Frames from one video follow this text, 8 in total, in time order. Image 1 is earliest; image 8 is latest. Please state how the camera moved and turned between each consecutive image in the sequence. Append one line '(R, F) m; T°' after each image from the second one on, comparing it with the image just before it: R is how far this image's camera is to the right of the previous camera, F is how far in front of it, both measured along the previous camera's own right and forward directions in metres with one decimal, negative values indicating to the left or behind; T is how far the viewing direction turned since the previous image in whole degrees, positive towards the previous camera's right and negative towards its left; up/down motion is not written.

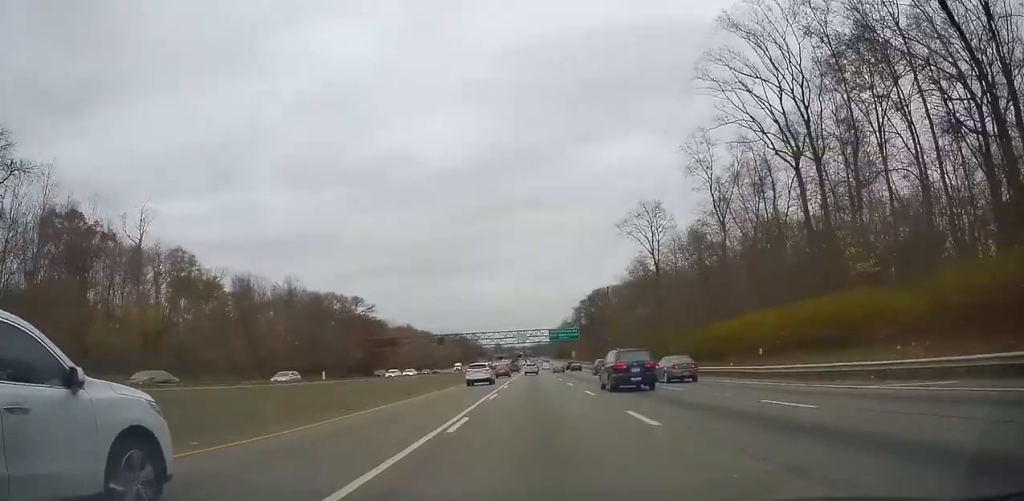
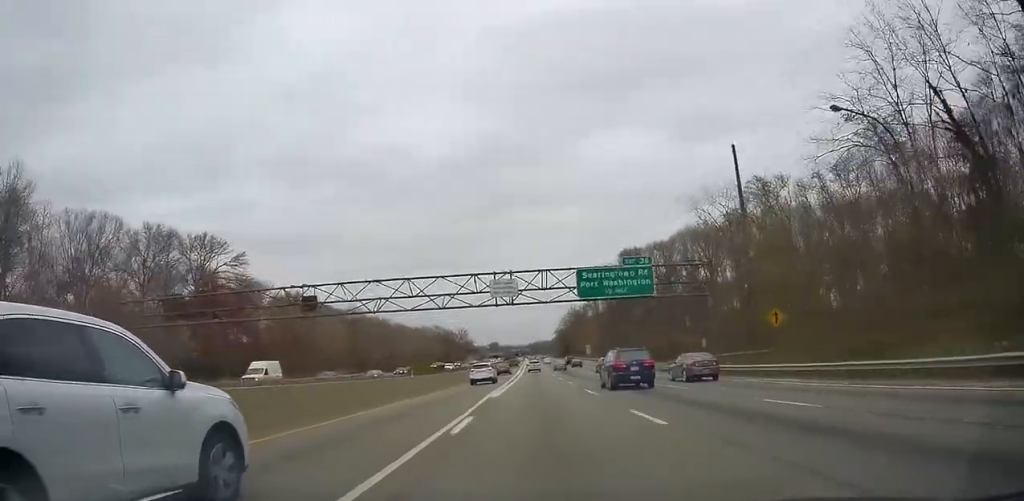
(+0.7, +74.5) m; 0°
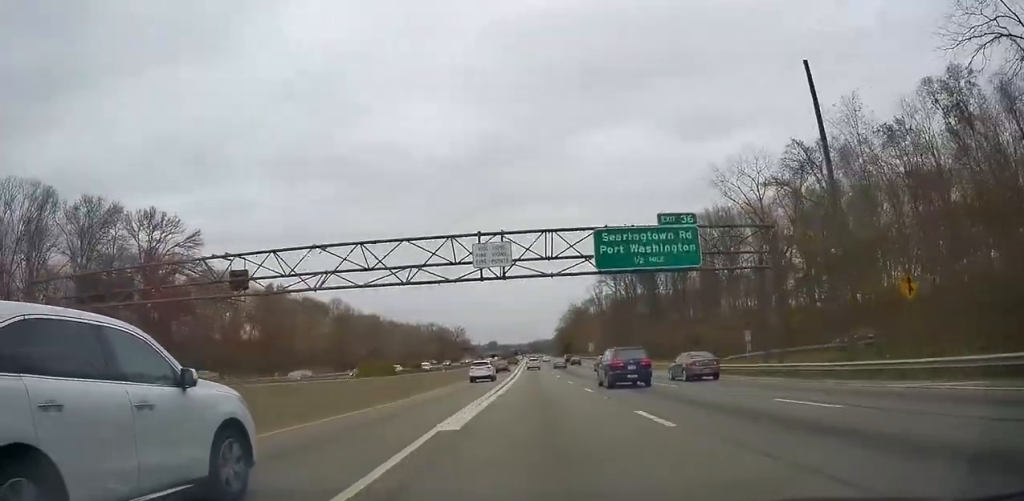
(-0.3, +13.1) m; 0°
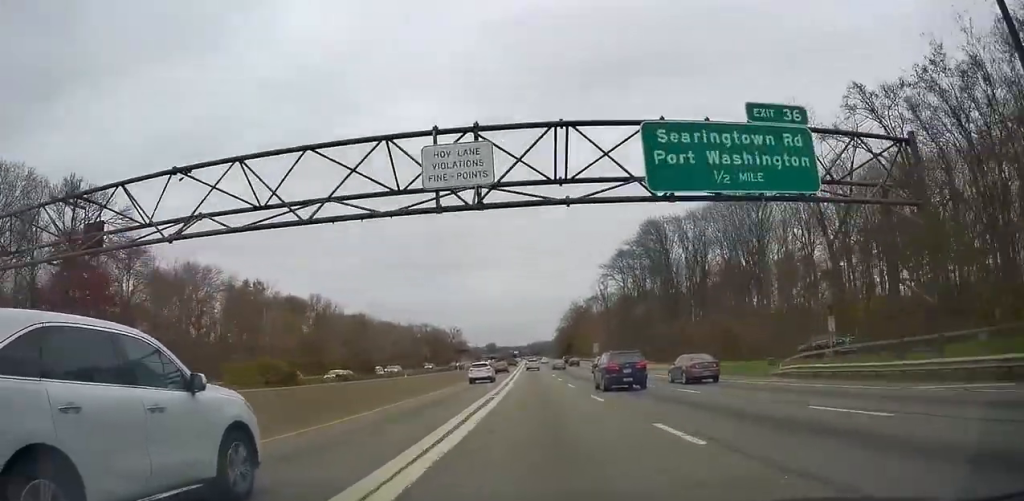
(+0.2, +15.0) m; +1°
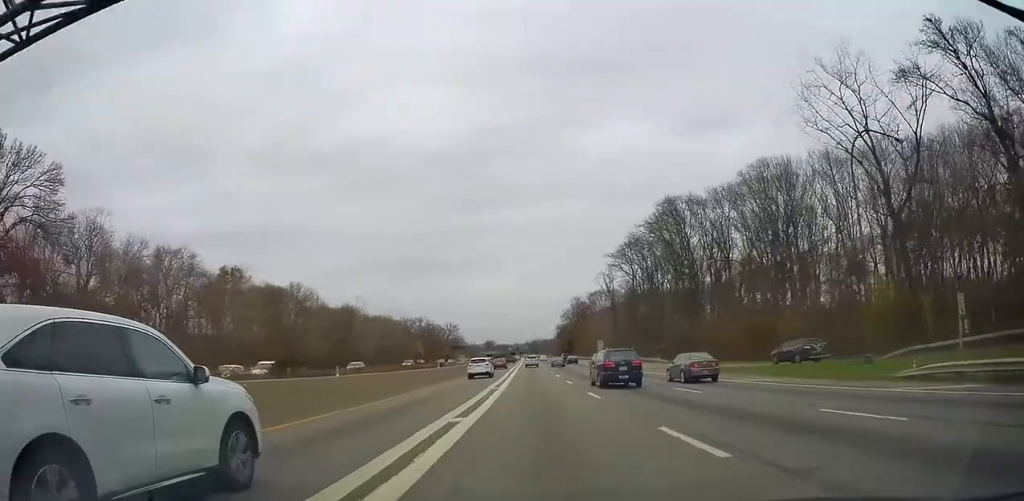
(+0.1, +12.6) m; 0°
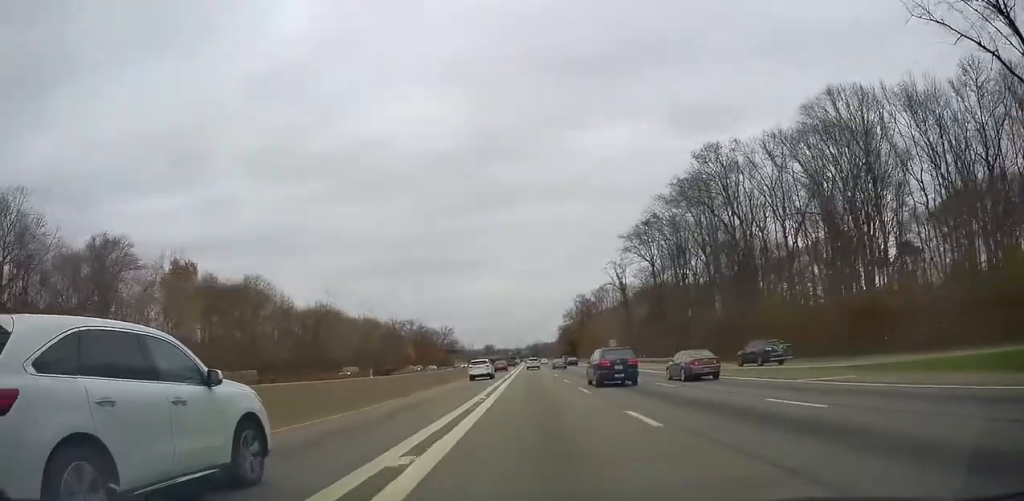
(0.0, +21.5) m; +1°
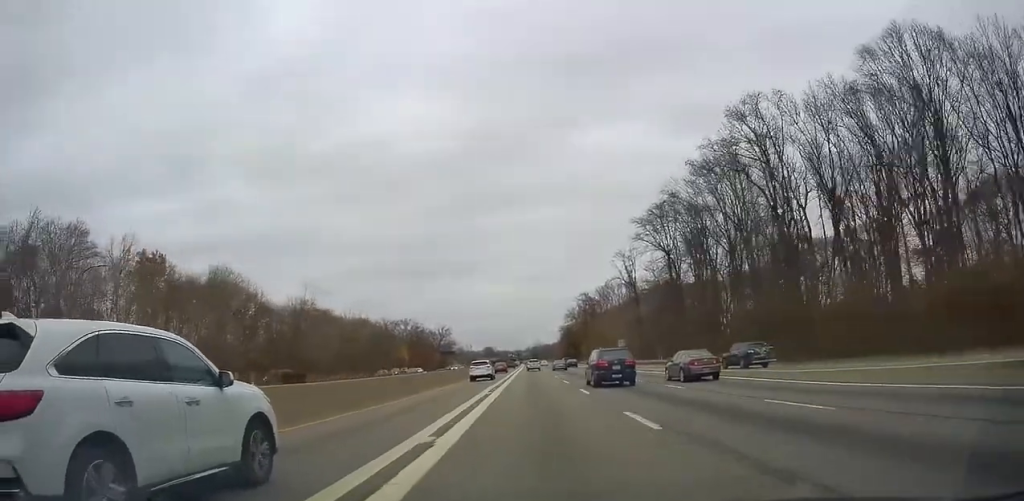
(0.0, +12.6) m; 0°
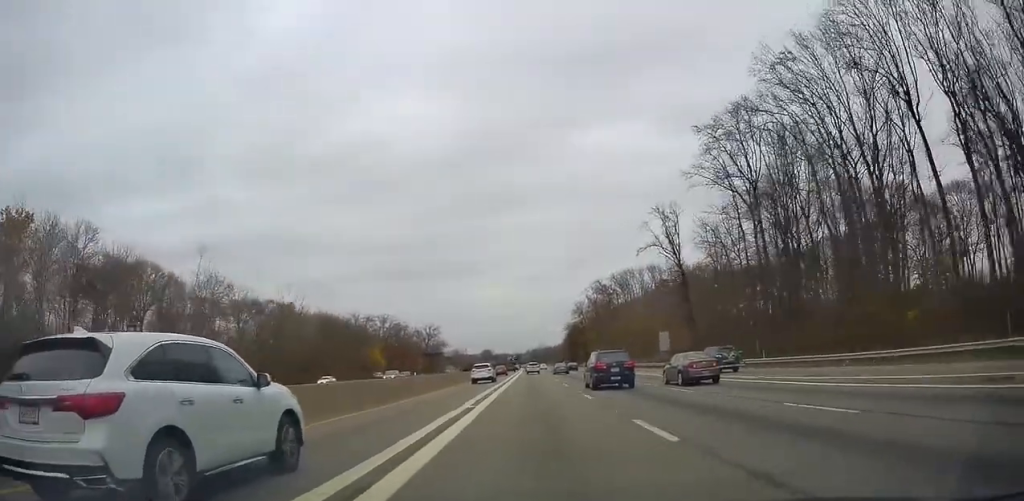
(-0.2, +38.6) m; -1°
